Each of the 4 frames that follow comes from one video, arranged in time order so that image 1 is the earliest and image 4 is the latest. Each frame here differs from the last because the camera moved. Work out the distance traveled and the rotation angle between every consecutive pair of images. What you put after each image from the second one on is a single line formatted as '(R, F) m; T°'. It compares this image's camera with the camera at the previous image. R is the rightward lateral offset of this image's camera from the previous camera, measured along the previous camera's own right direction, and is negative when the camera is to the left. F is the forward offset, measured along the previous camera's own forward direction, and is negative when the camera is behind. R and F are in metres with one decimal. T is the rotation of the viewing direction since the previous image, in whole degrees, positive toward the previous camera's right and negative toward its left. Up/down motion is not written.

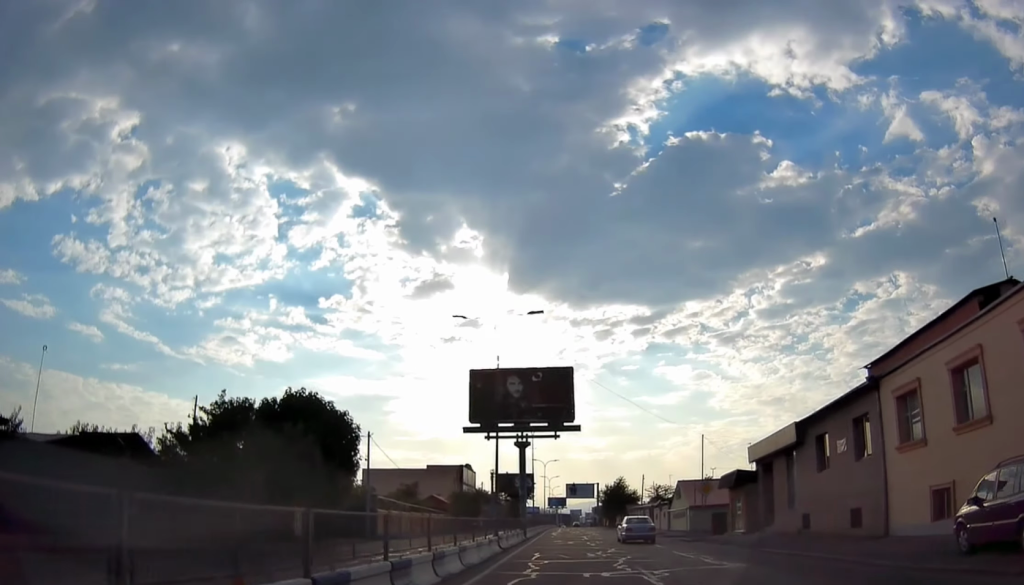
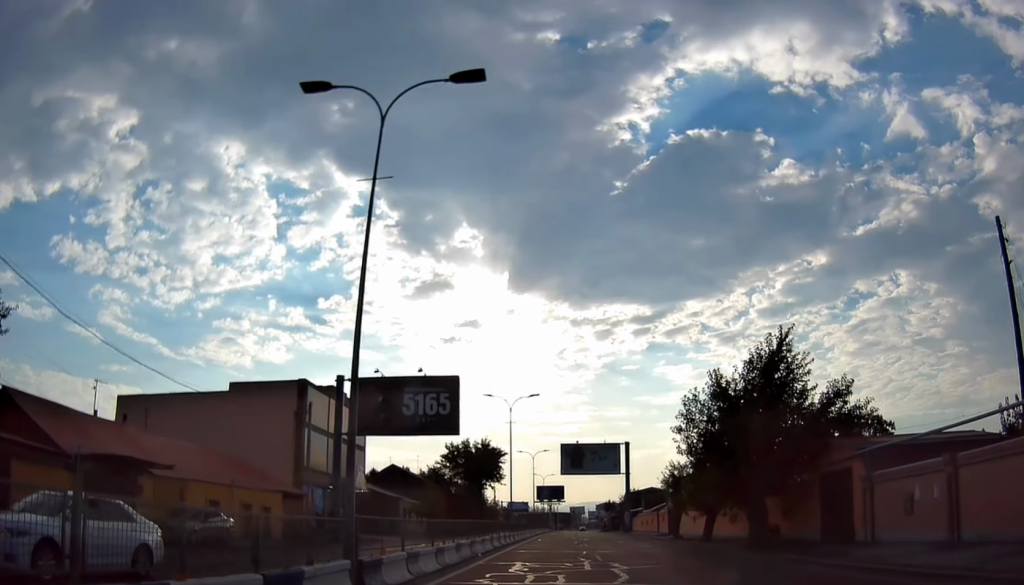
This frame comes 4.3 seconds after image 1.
(-1.0, +77.9) m; +1°
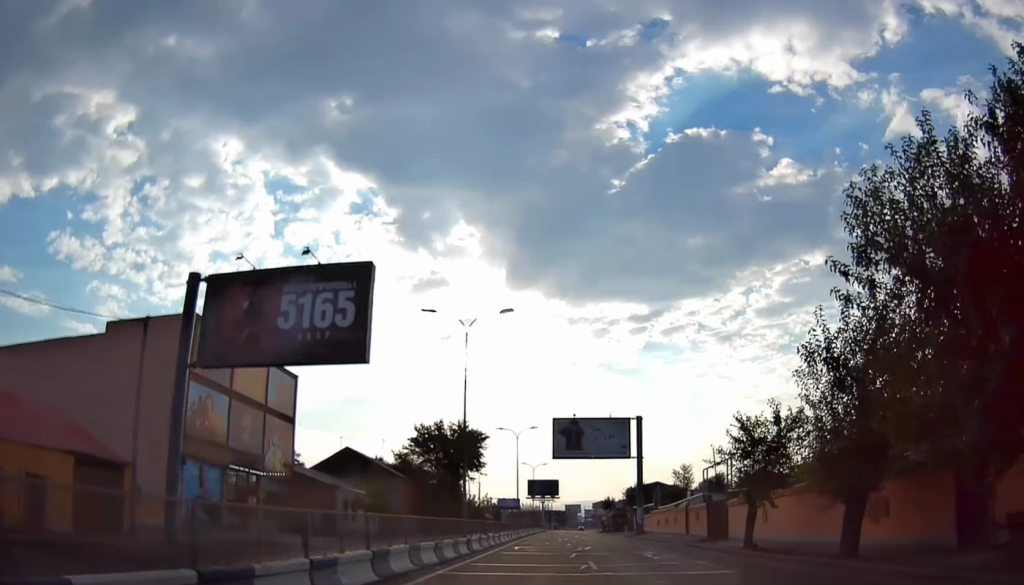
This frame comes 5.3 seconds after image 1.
(+0.4, +17.0) m; +1°
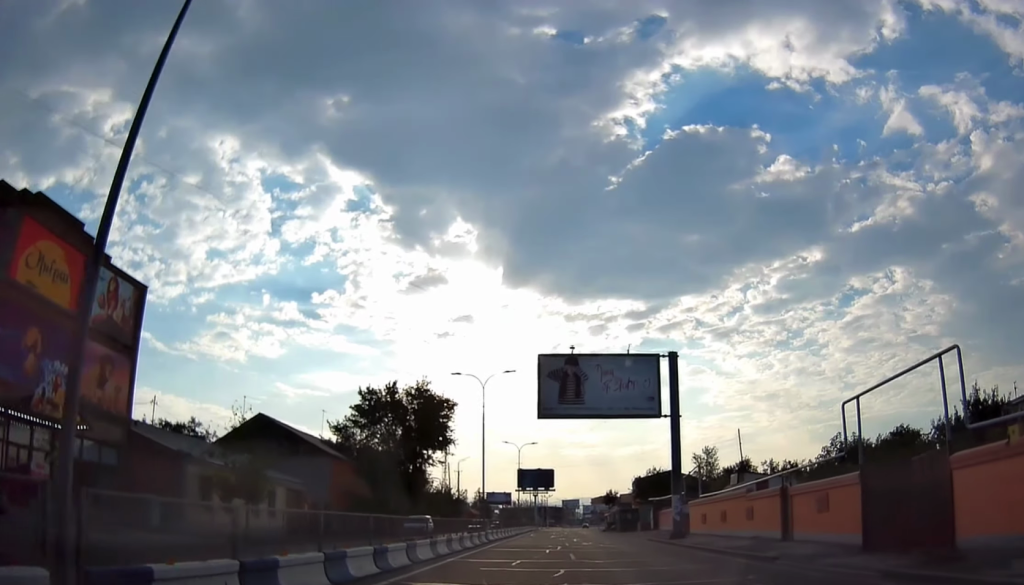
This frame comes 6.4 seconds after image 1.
(-0.4, +20.5) m; -1°
